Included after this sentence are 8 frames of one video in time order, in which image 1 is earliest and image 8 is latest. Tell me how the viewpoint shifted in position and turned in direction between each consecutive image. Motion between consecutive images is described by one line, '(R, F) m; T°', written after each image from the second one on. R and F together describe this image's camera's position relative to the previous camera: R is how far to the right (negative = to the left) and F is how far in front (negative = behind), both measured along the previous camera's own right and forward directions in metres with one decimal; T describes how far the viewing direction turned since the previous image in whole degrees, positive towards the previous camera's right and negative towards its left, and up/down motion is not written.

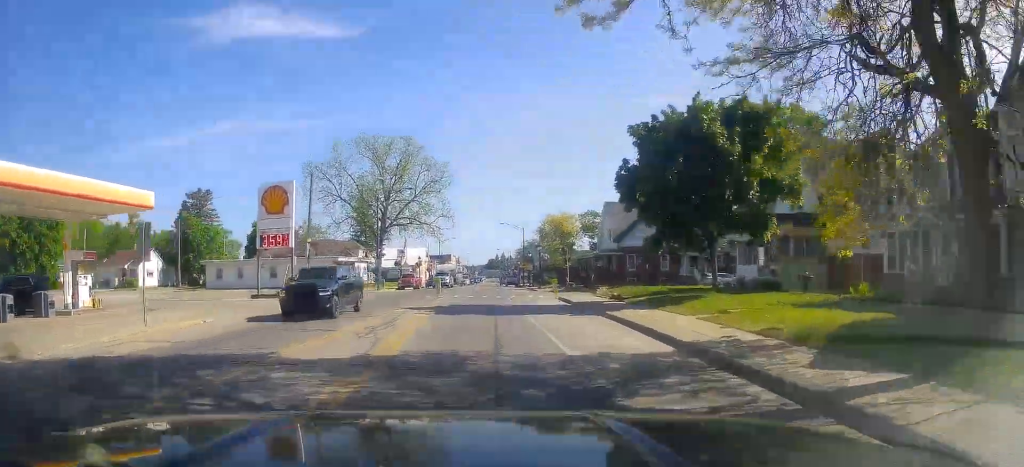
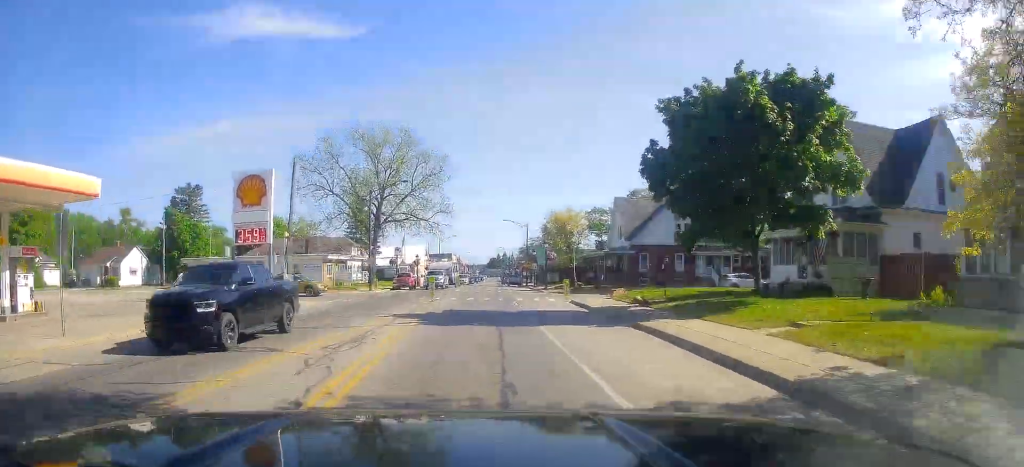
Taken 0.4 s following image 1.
(0.0, +4.4) m; -1°
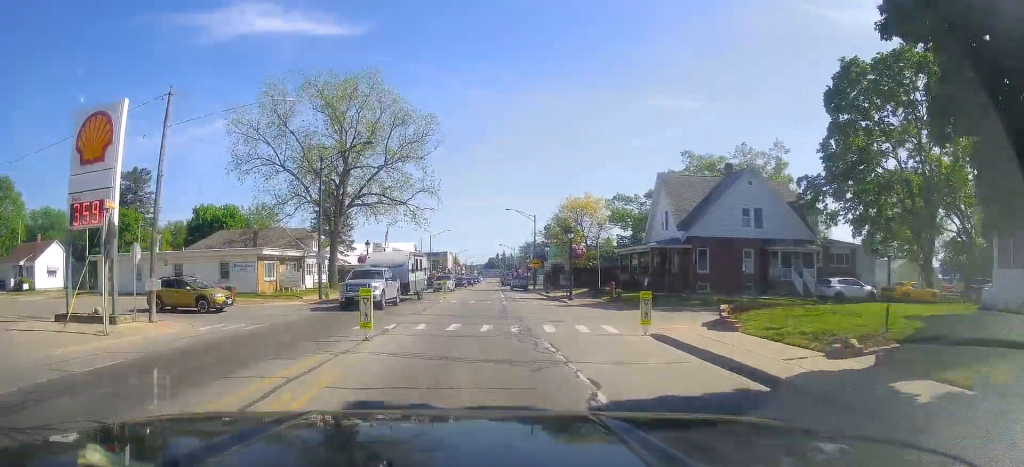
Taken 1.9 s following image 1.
(-0.8, +15.8) m; -4°
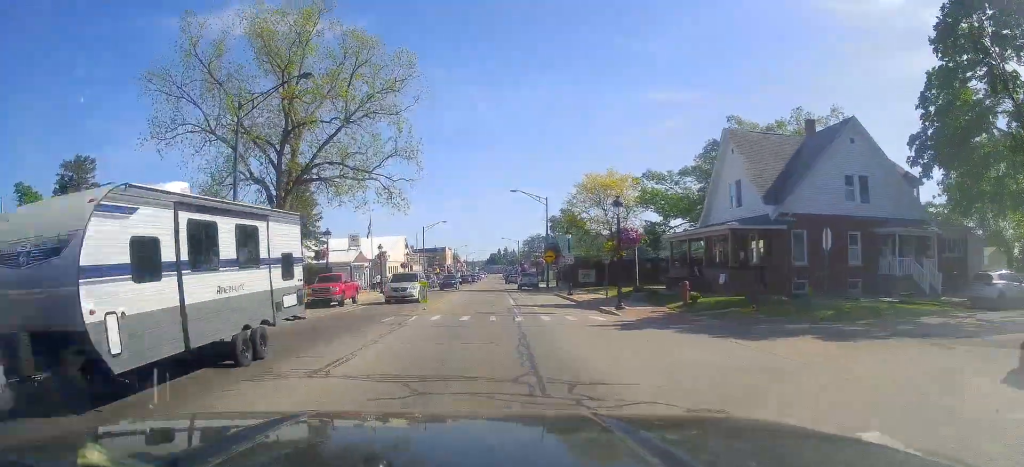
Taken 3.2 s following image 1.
(+0.4, +13.3) m; +4°
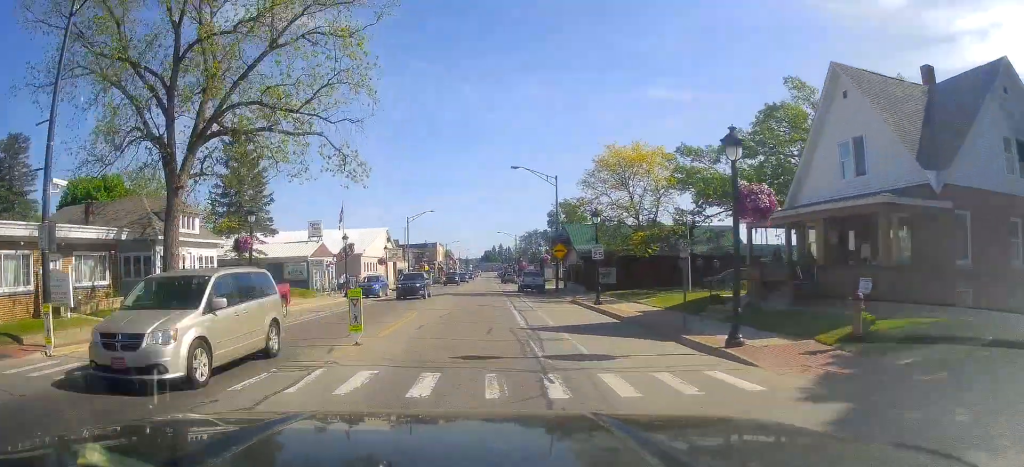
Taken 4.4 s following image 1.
(+0.1, +12.0) m; 0°
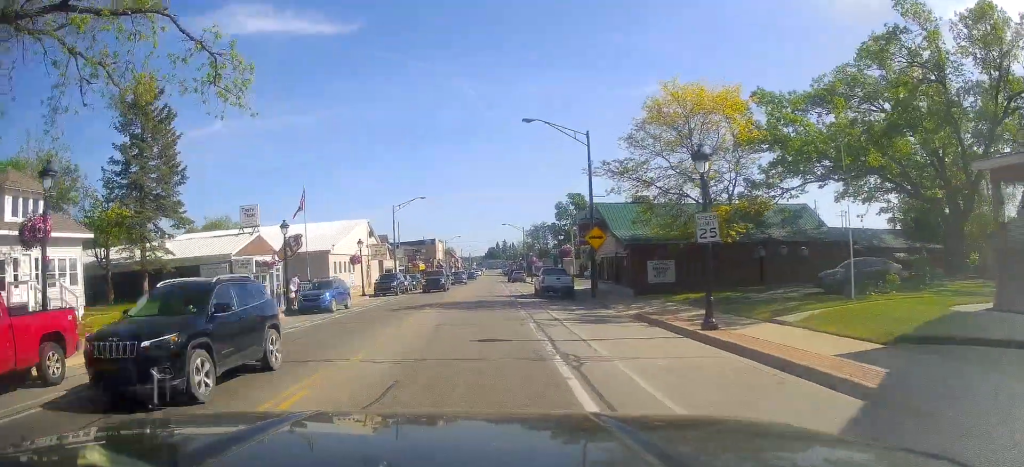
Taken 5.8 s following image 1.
(0.0, +14.2) m; 0°
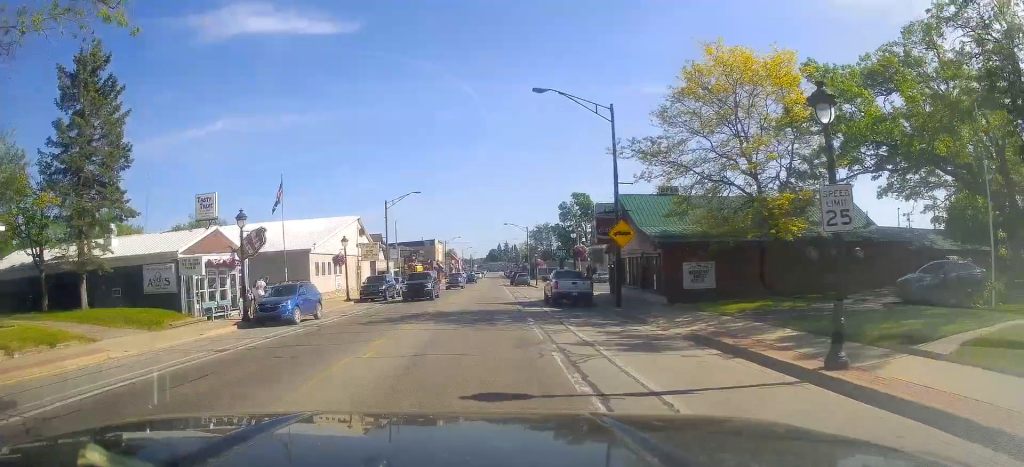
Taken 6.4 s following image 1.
(0.0, +5.8) m; 0°
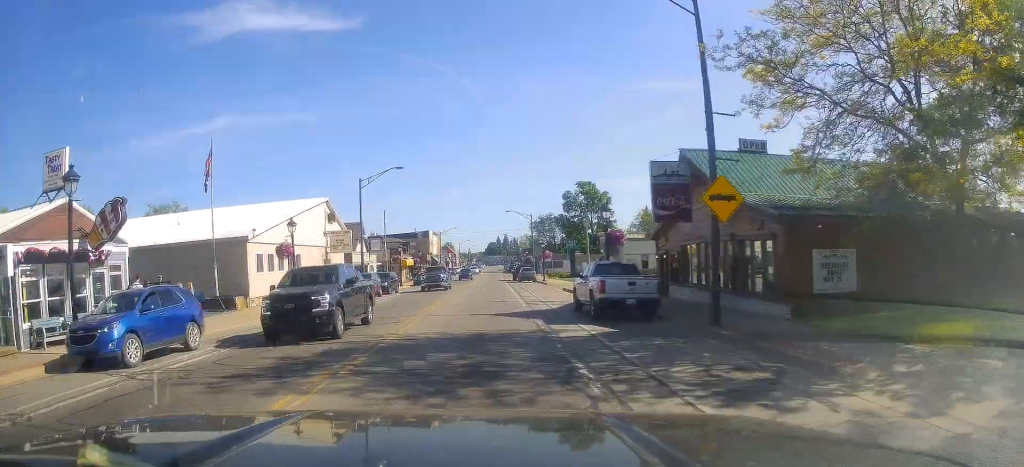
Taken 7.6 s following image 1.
(0.0, +11.4) m; 0°
